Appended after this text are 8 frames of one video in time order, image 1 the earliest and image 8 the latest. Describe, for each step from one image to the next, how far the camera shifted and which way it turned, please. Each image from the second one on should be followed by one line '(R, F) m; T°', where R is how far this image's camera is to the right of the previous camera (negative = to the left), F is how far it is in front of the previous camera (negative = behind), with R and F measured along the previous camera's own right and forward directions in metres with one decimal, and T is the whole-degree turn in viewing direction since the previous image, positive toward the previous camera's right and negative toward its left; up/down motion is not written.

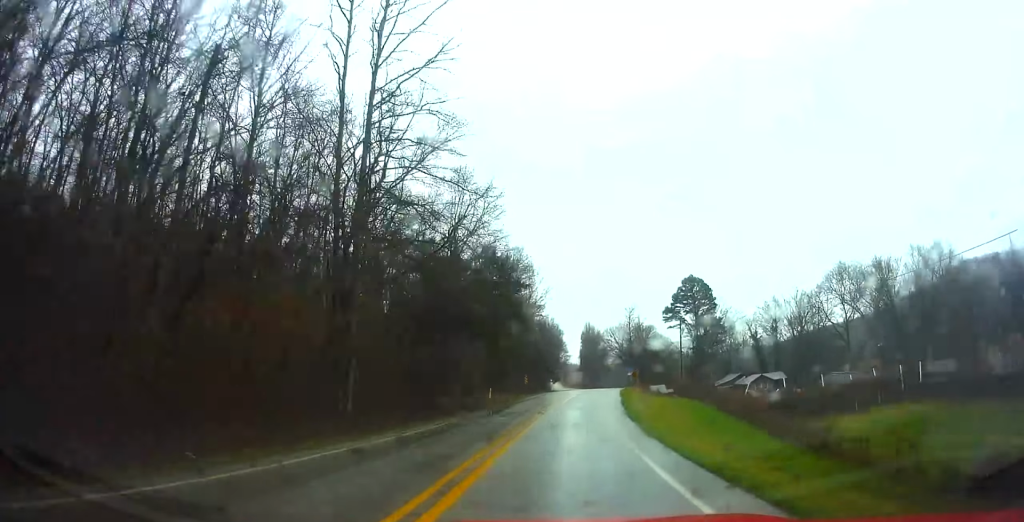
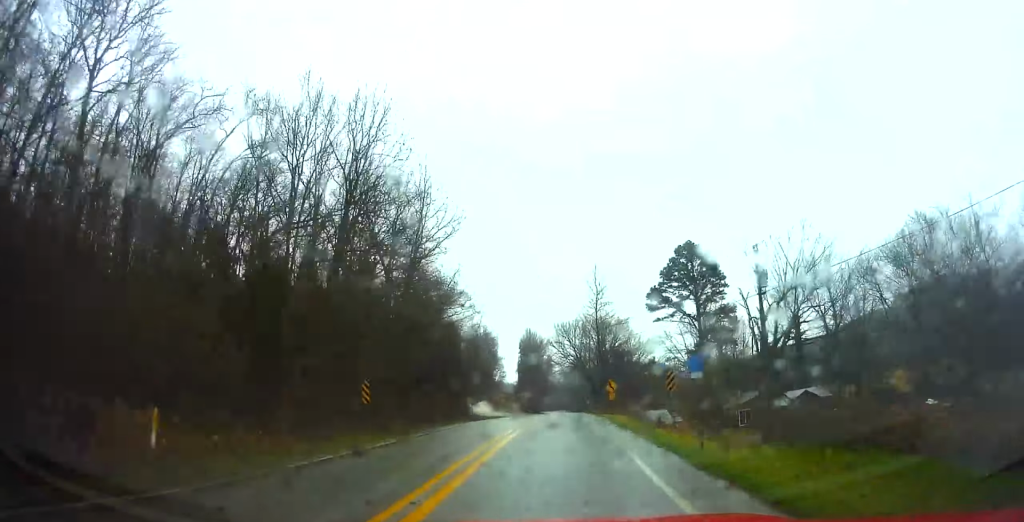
(-0.9, +37.8) m; +1°
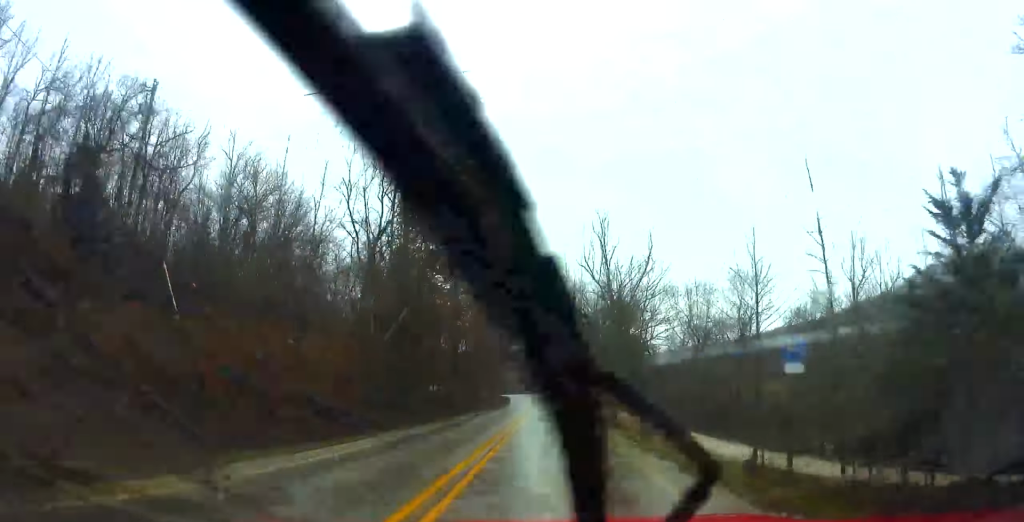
(+5.2, +93.1) m; +3°
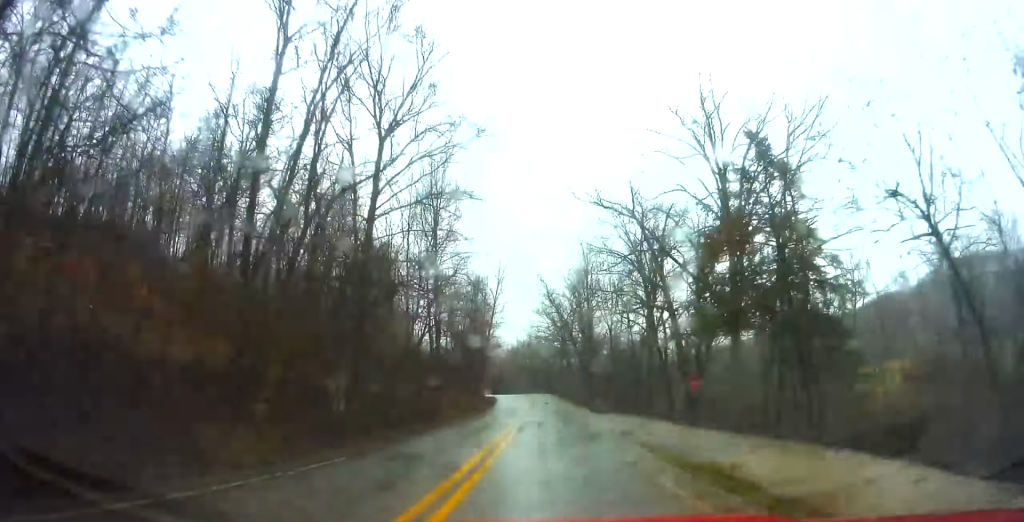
(-0.4, +46.2) m; -1°
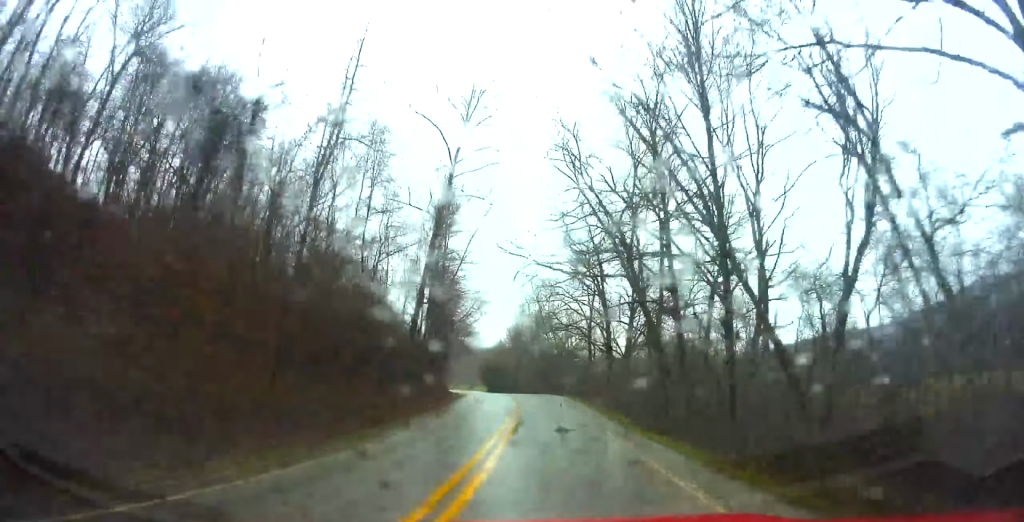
(+1.2, +51.7) m; -2°
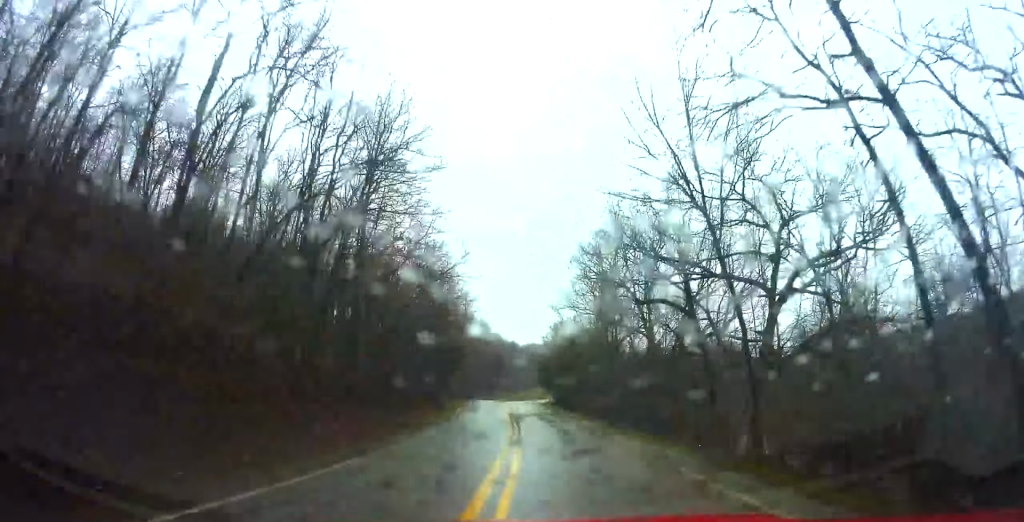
(-3.5, +69.6) m; -5°
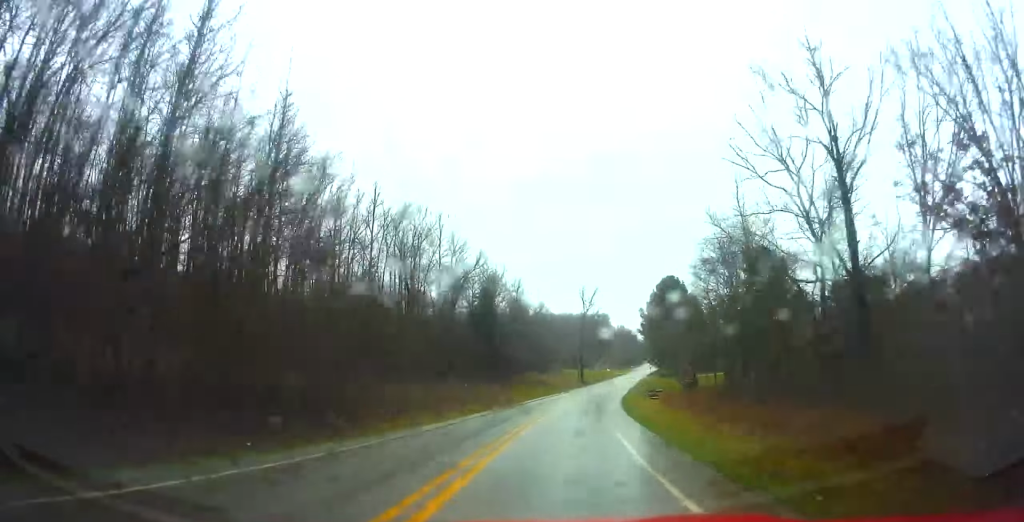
(-5.9, +125.1) m; 0°
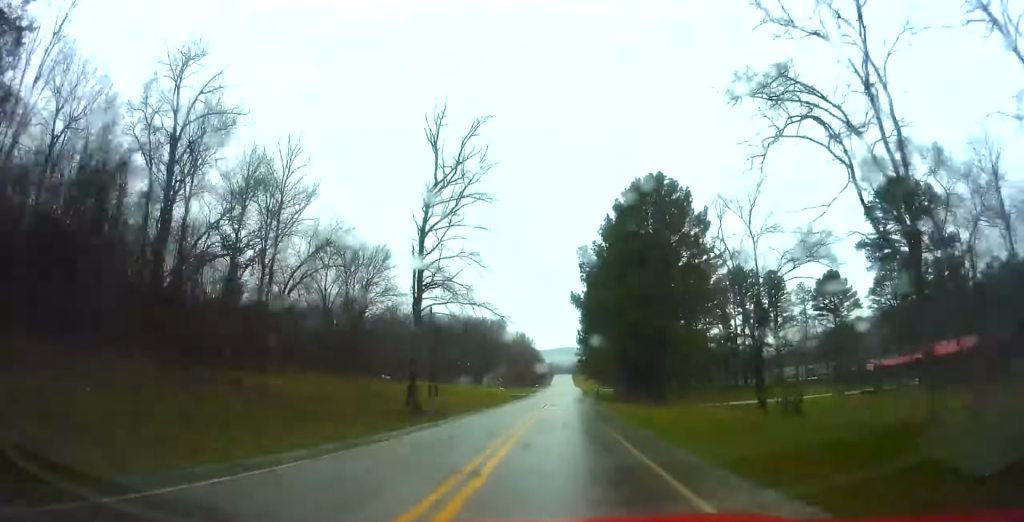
(+4.7, +85.5) m; +7°
